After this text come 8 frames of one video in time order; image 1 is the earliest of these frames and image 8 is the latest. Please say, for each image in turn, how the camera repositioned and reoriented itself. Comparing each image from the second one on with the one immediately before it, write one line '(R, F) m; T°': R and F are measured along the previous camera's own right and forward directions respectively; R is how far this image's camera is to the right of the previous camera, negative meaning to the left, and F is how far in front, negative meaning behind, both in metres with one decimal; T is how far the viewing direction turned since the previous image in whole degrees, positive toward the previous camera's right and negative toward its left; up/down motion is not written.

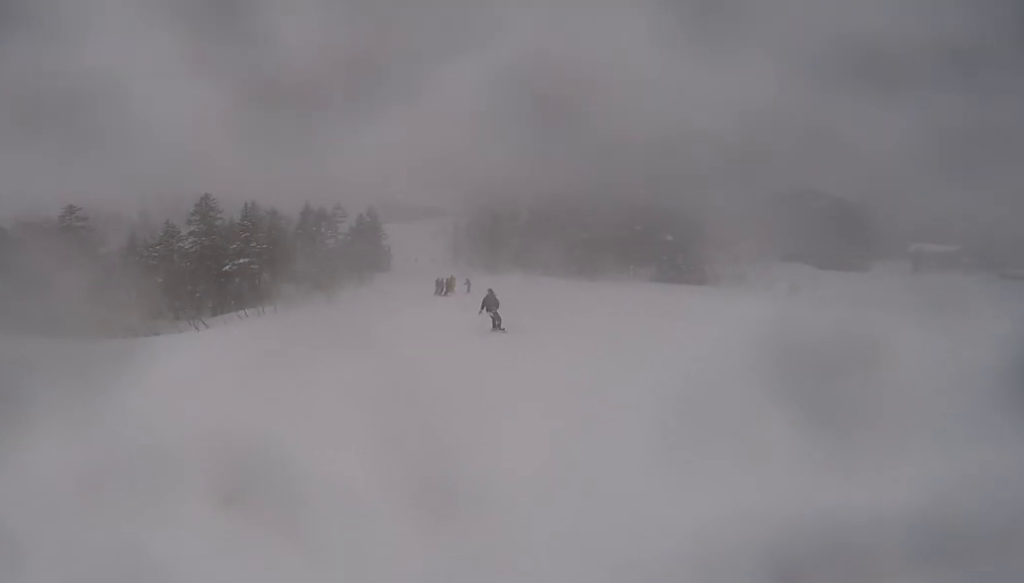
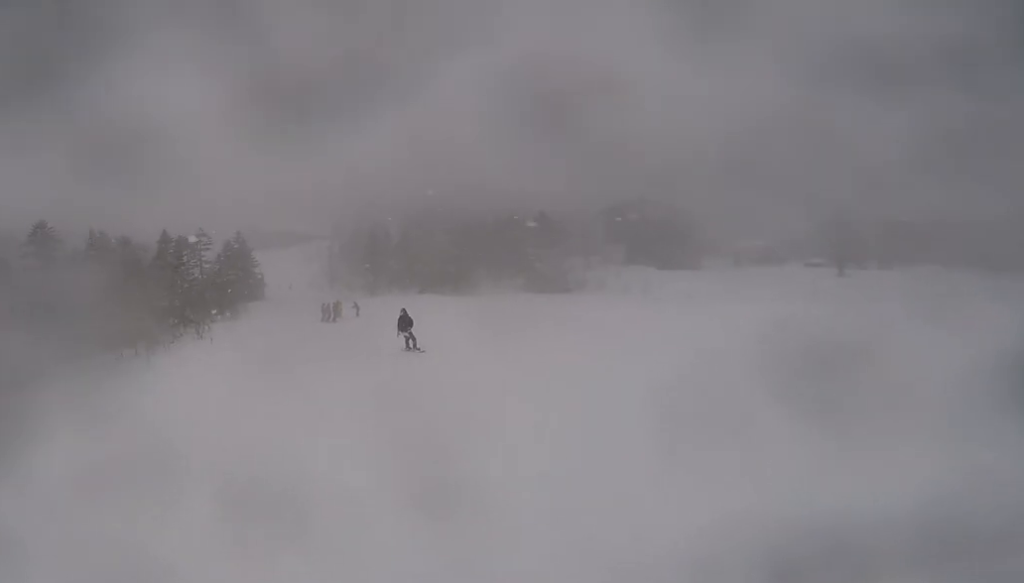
(+0.5, +2.7) m; +7°
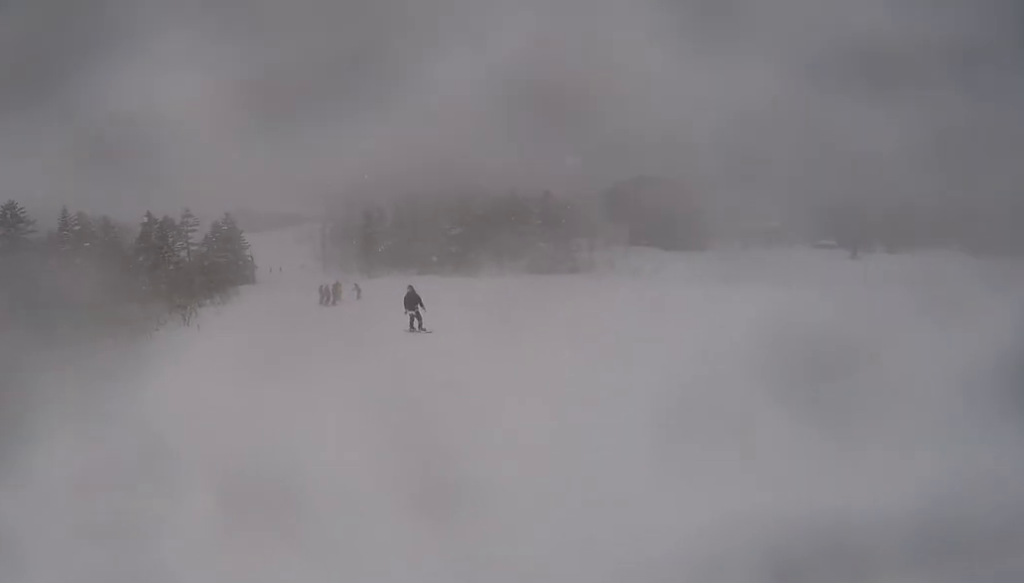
(+0.4, +3.2) m; +9°
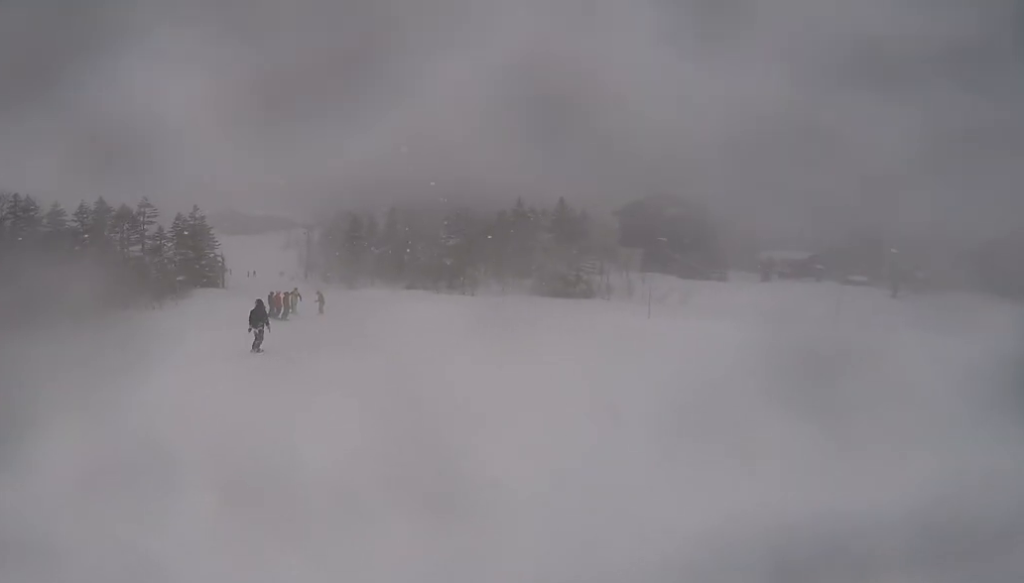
(+0.5, +9.5) m; +2°
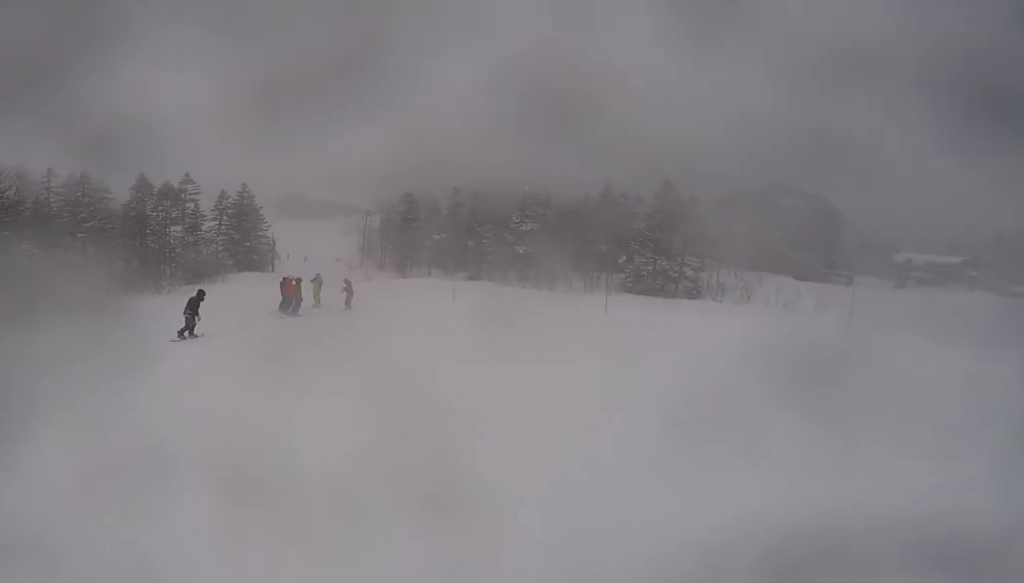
(-0.1, +7.4) m; -12°
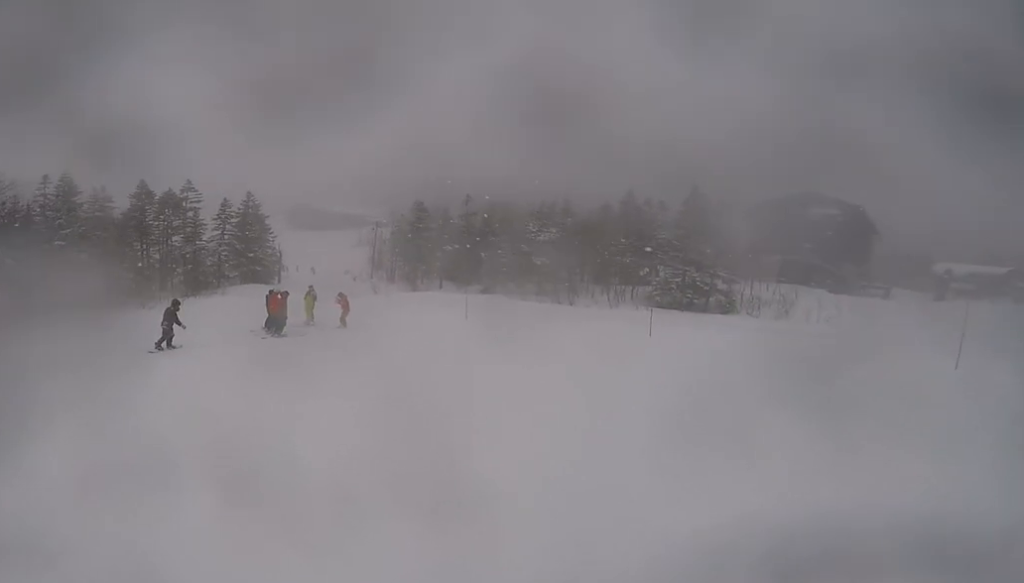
(-0.3, +2.9) m; -2°
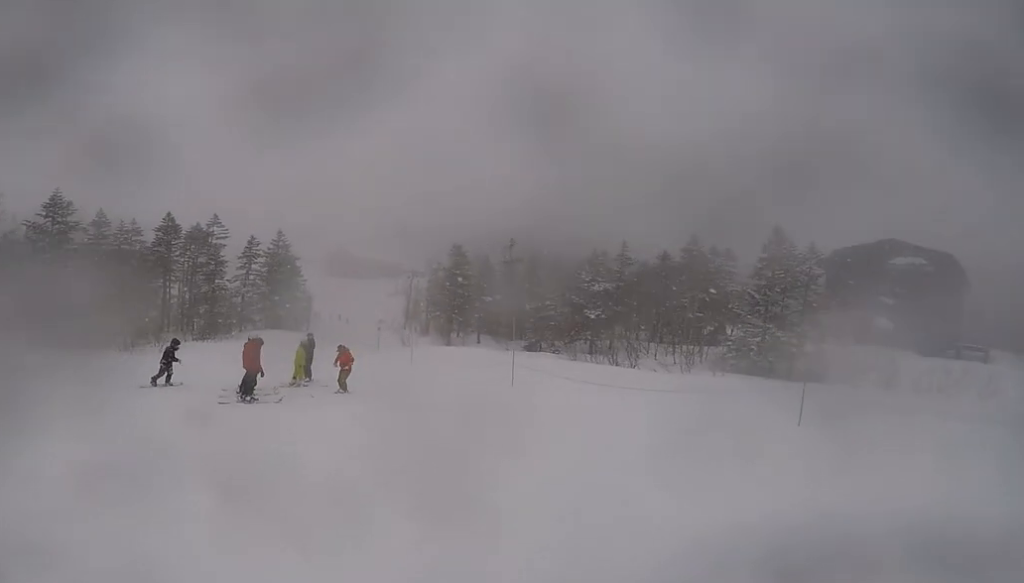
(-0.7, +4.8) m; +1°
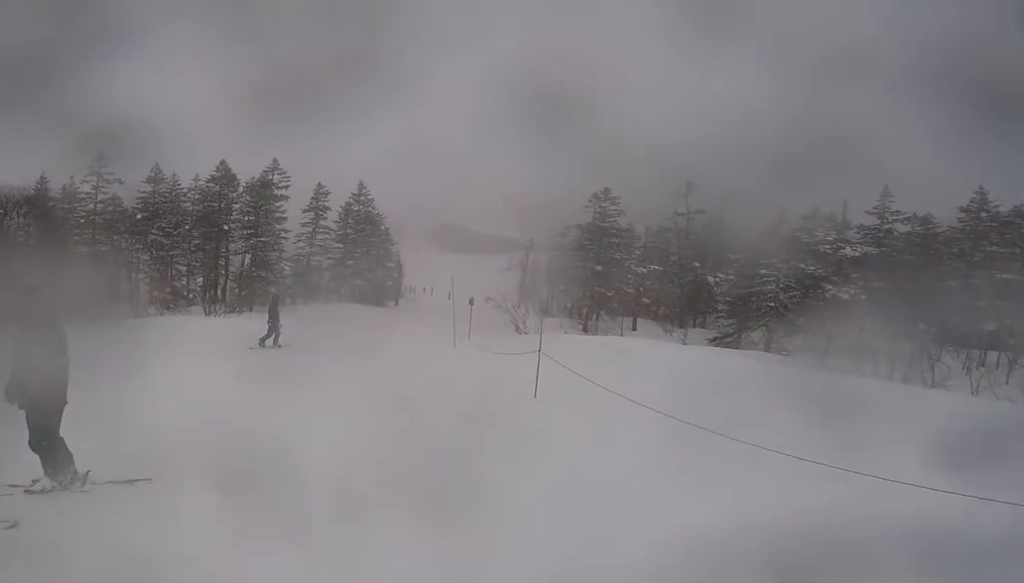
(-1.0, +12.9) m; -18°
